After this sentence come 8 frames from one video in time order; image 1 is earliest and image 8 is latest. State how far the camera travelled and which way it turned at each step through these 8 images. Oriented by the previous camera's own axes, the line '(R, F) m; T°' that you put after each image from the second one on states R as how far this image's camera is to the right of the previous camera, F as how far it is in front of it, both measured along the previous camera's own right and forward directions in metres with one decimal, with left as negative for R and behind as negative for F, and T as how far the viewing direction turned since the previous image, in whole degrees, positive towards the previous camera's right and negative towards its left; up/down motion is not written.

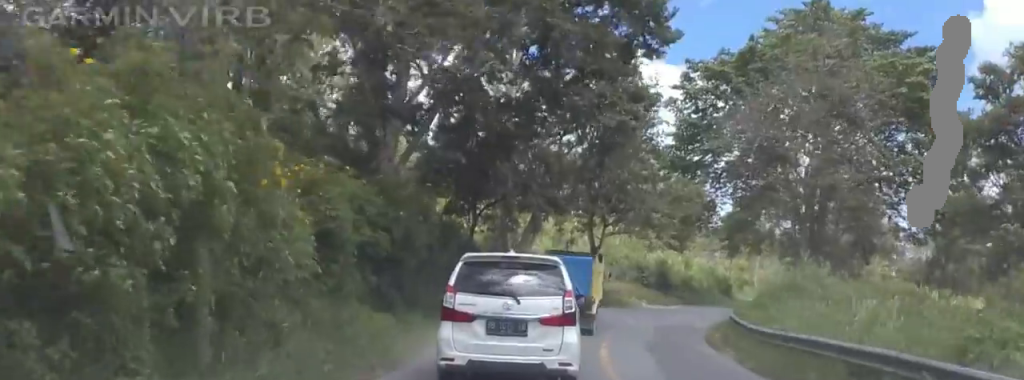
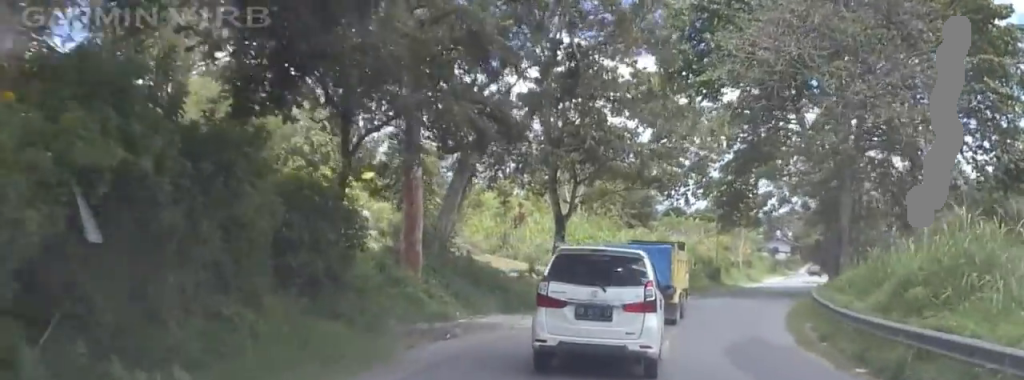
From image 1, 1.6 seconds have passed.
(+1.0, +18.2) m; +9°
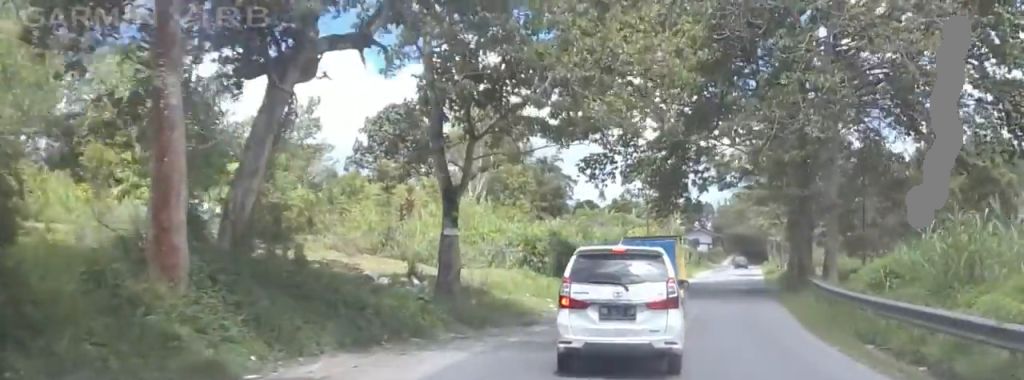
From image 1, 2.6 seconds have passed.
(+0.3, +11.2) m; +7°
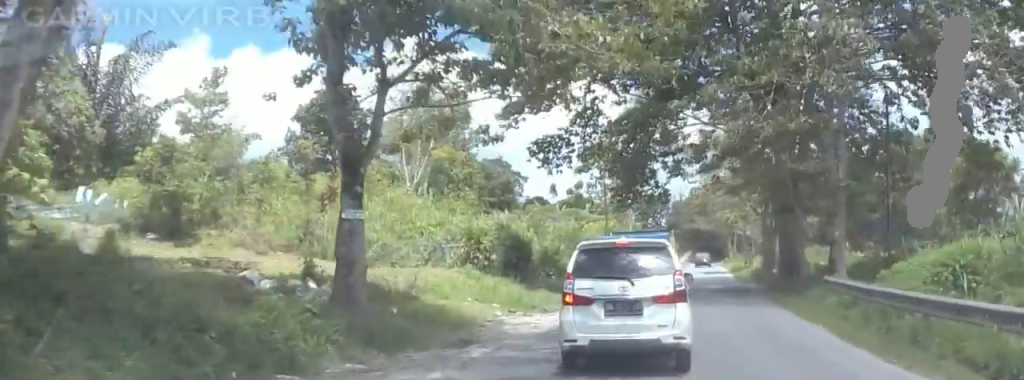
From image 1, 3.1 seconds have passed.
(+0.6, +6.2) m; +3°
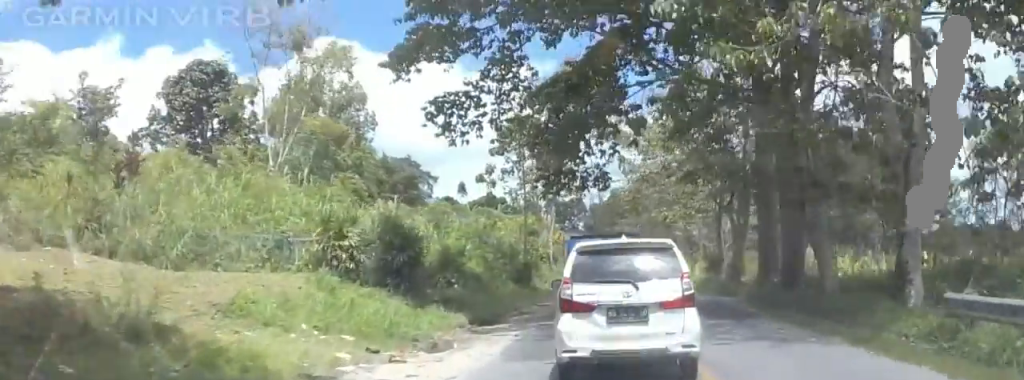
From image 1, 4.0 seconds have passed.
(+0.4, +11.4) m; +3°
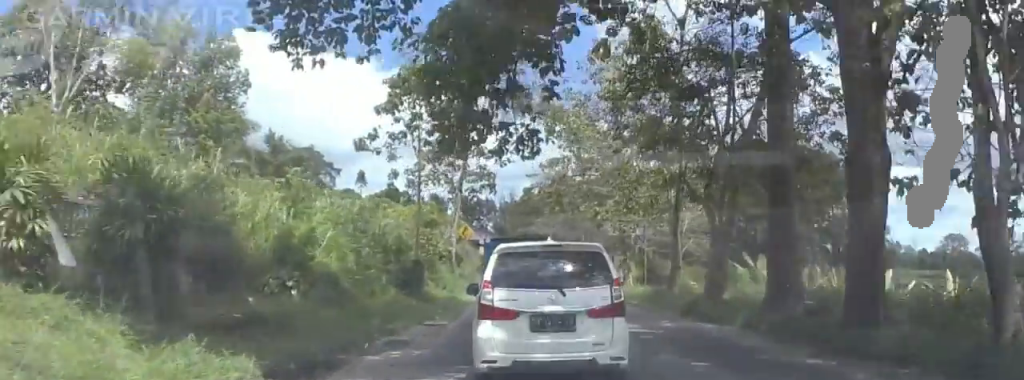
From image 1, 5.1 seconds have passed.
(+0.3, +12.5) m; +1°
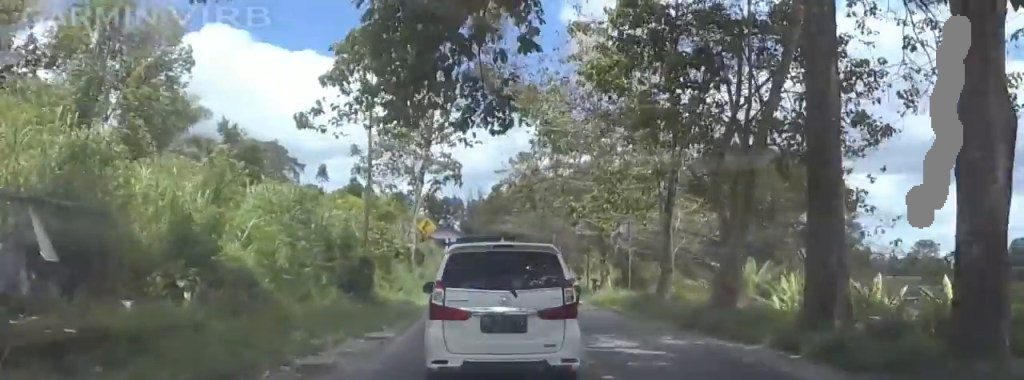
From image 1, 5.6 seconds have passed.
(0.0, +5.5) m; 0°
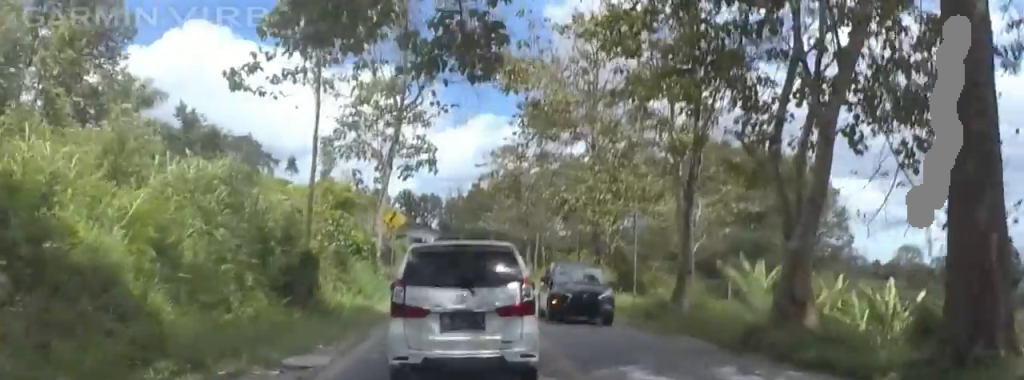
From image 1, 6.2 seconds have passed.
(-0.2, +6.9) m; 0°
